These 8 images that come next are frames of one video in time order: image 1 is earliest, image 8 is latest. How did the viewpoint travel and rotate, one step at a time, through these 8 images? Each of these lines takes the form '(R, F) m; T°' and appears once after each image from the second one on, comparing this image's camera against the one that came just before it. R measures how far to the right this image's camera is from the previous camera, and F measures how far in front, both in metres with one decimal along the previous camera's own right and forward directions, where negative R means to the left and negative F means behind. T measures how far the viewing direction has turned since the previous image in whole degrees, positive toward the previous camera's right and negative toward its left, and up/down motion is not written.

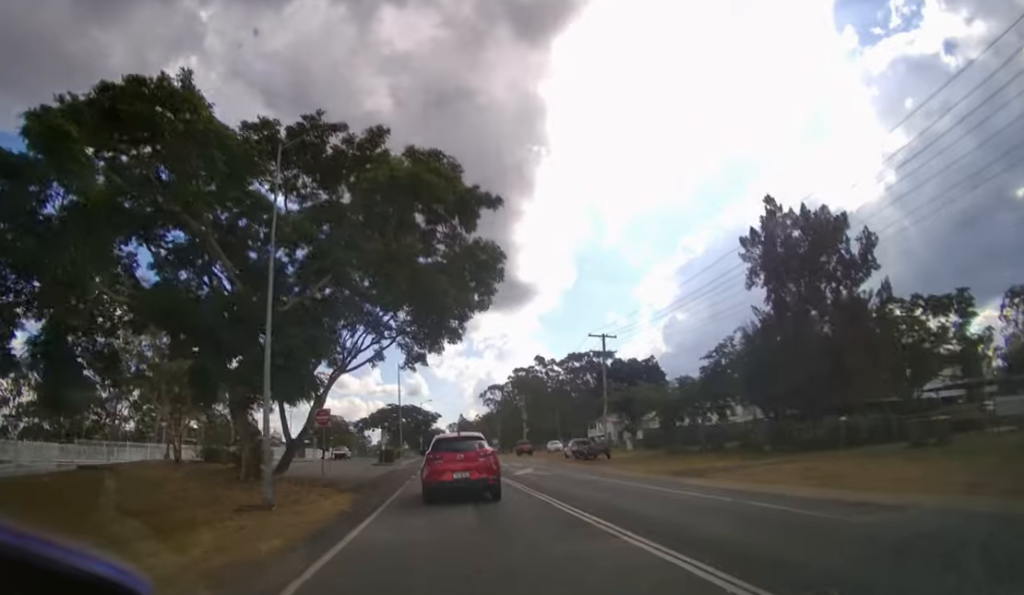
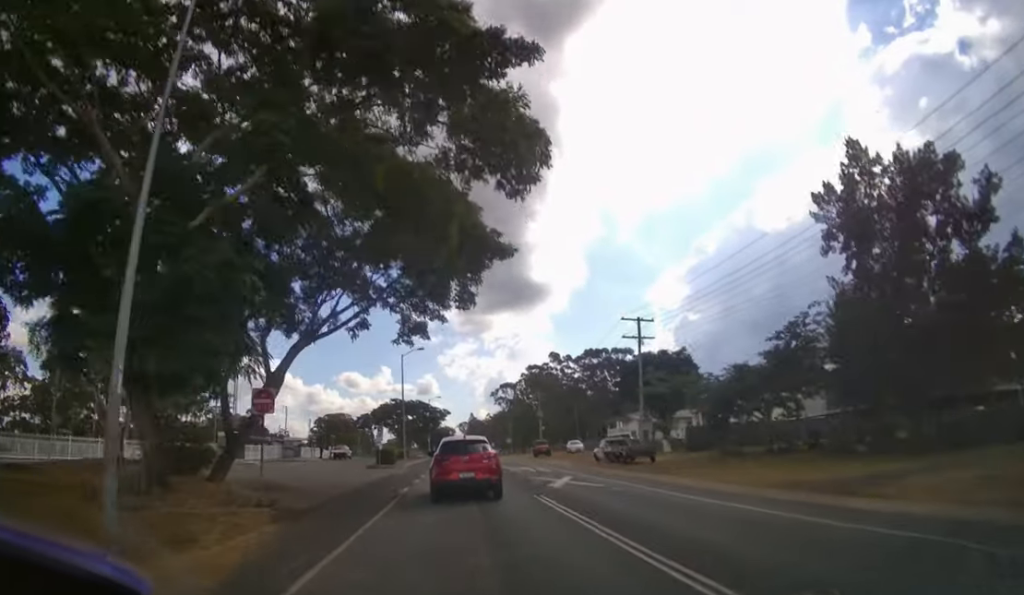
(-0.1, +5.9) m; -2°
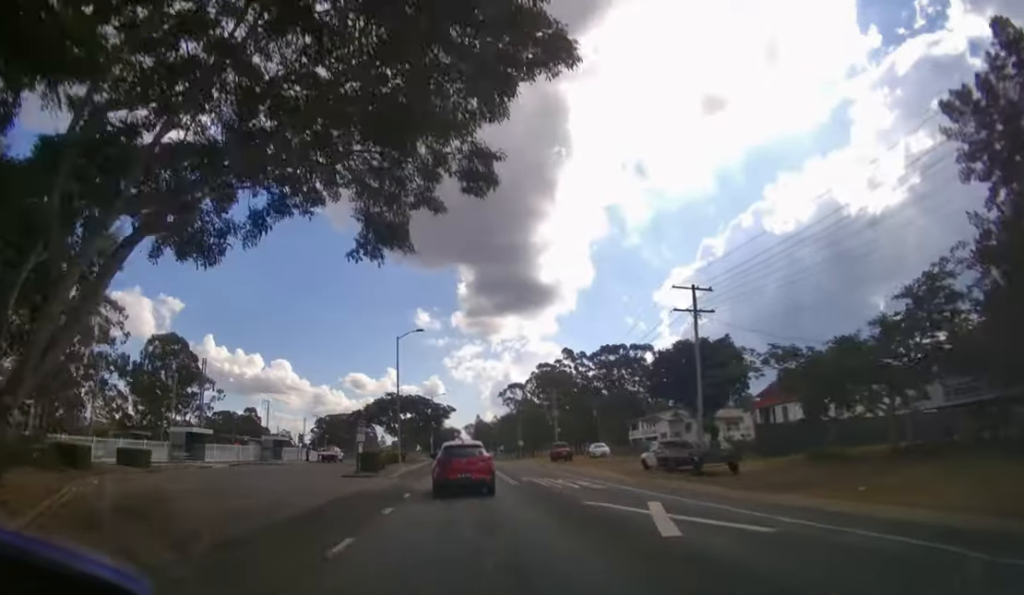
(-0.1, +8.3) m; -2°
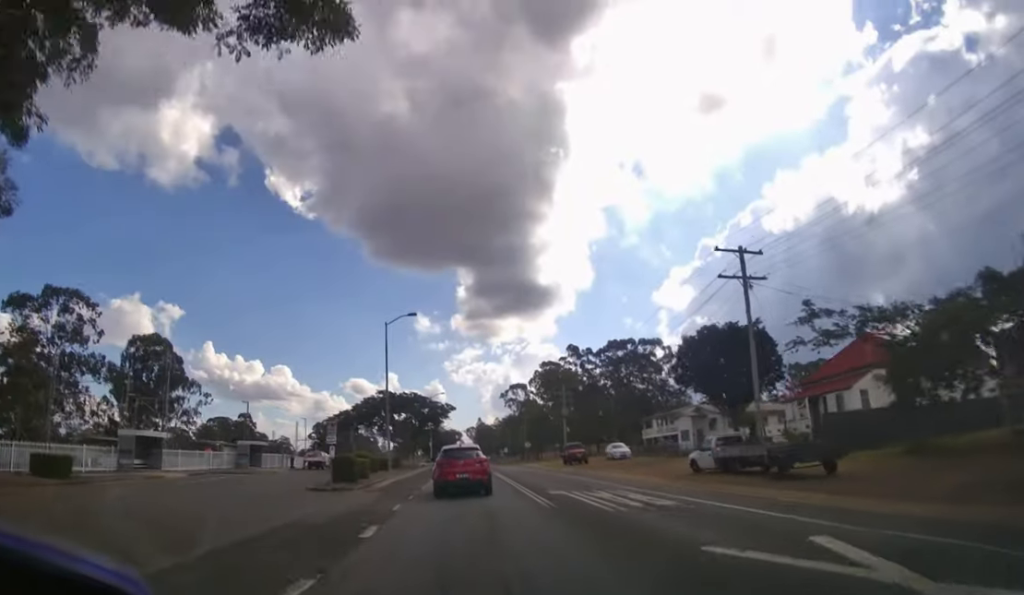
(0.0, +5.8) m; -1°
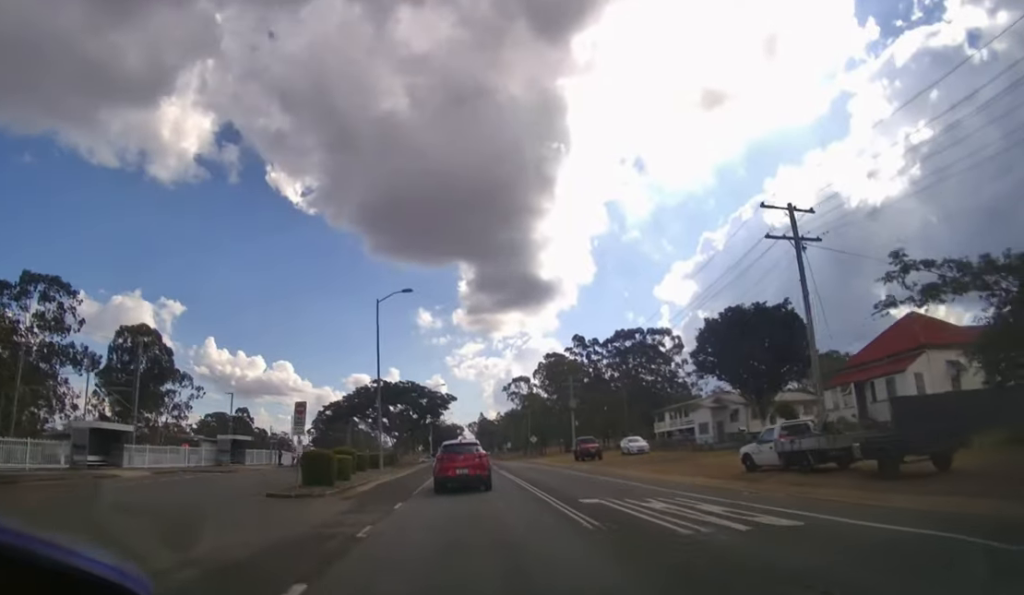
(0.0, +4.8) m; 0°
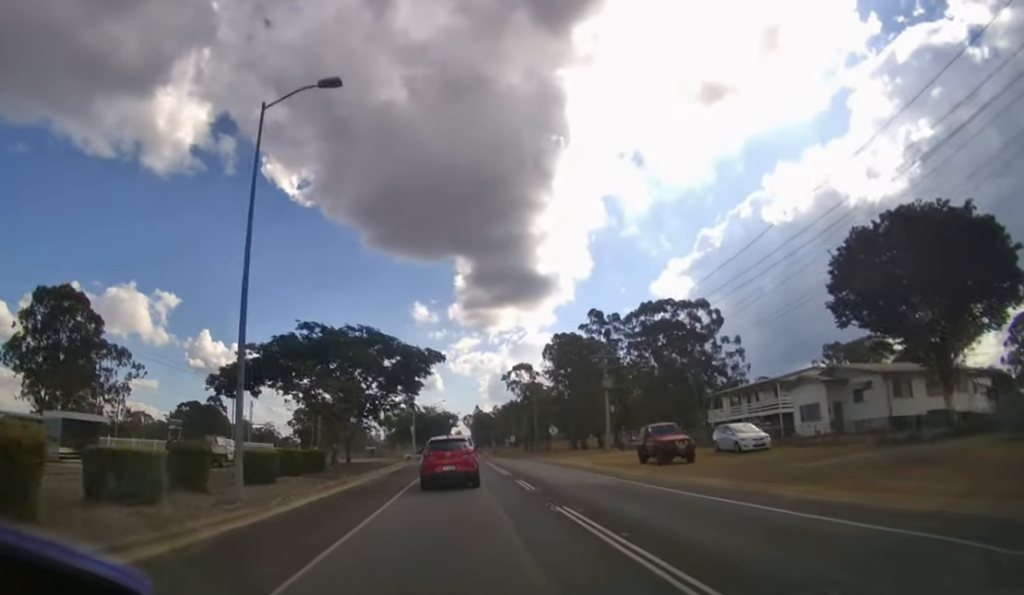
(+0.1, +20.3) m; 0°
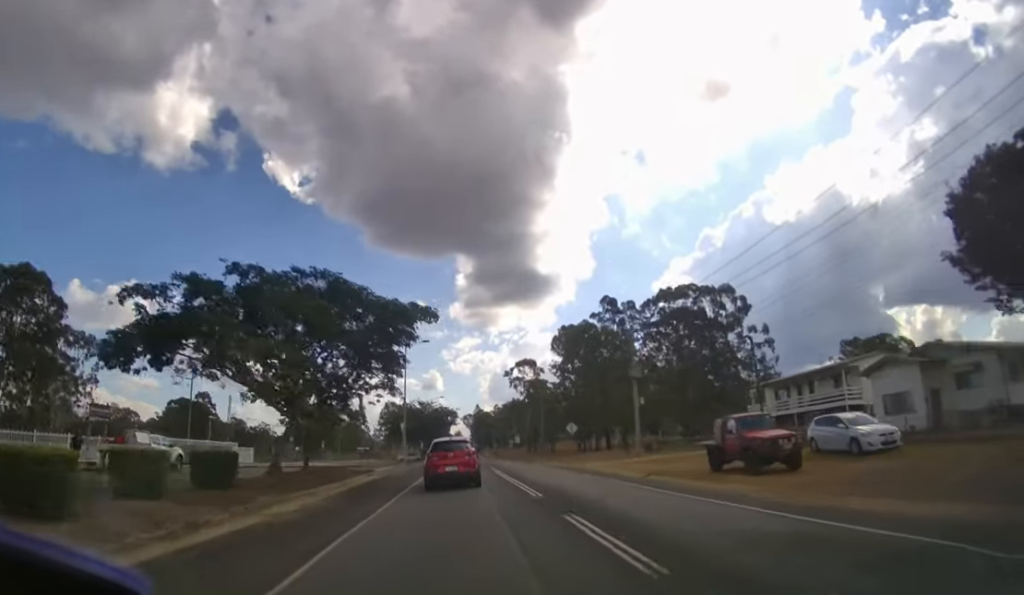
(0.0, +9.4) m; 0°
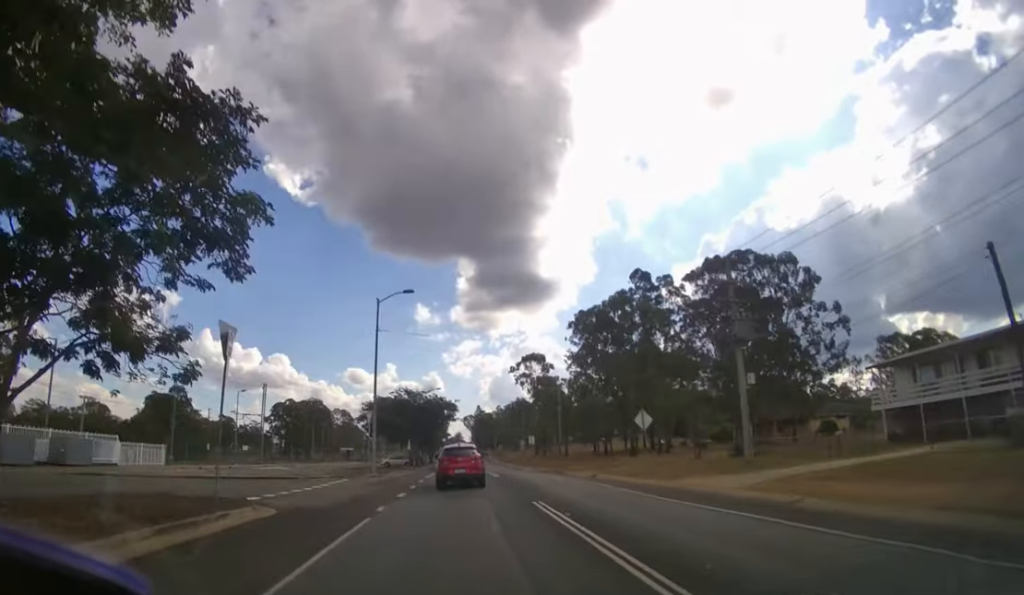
(0.0, +16.7) m; 0°
